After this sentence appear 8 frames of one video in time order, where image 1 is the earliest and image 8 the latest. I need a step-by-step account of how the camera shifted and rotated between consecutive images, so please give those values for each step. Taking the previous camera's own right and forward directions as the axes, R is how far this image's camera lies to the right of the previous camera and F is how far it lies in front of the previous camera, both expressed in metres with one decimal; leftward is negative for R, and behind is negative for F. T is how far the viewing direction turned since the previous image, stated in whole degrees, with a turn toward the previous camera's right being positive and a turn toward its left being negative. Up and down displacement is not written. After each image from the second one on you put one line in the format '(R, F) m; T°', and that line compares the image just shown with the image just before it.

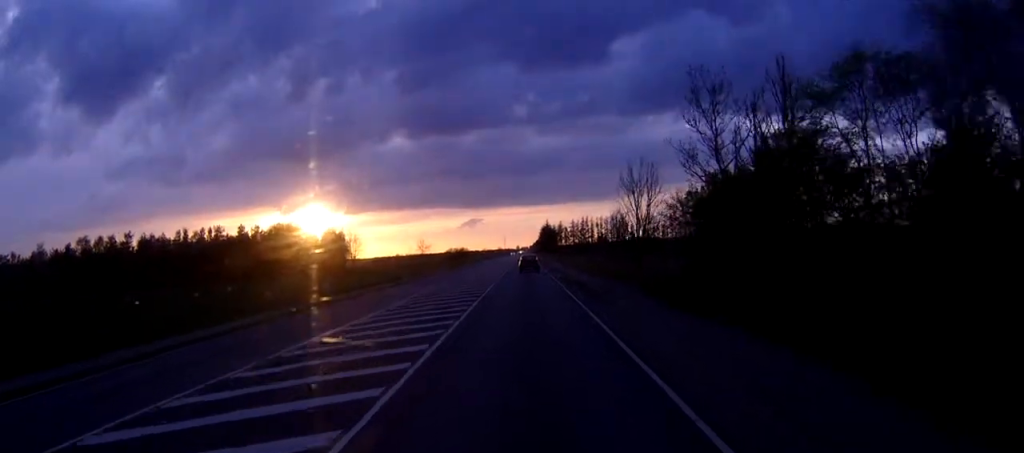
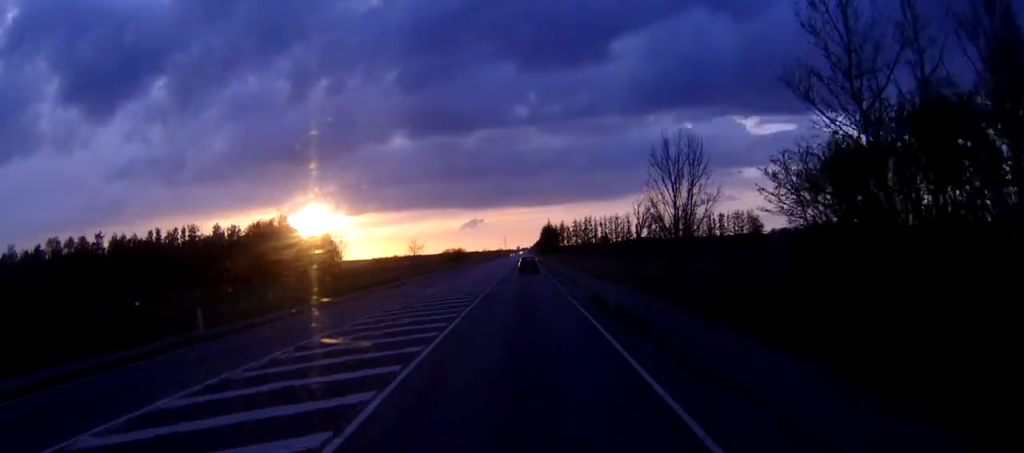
(0.0, +14.3) m; 0°
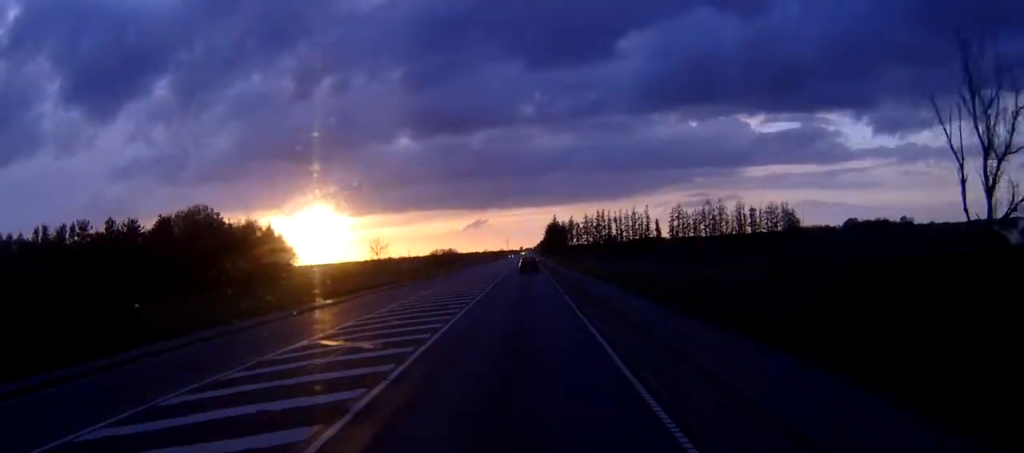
(0.0, +44.7) m; 0°
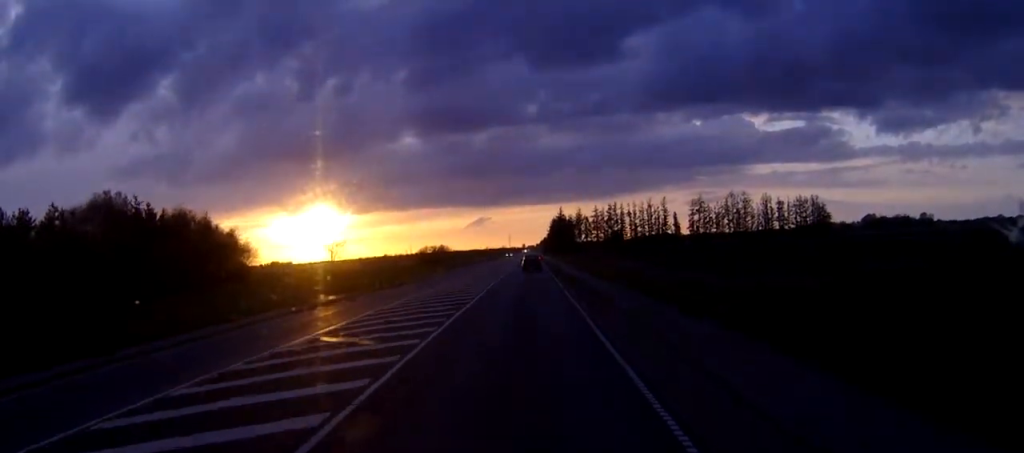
(0.0, +30.3) m; 0°
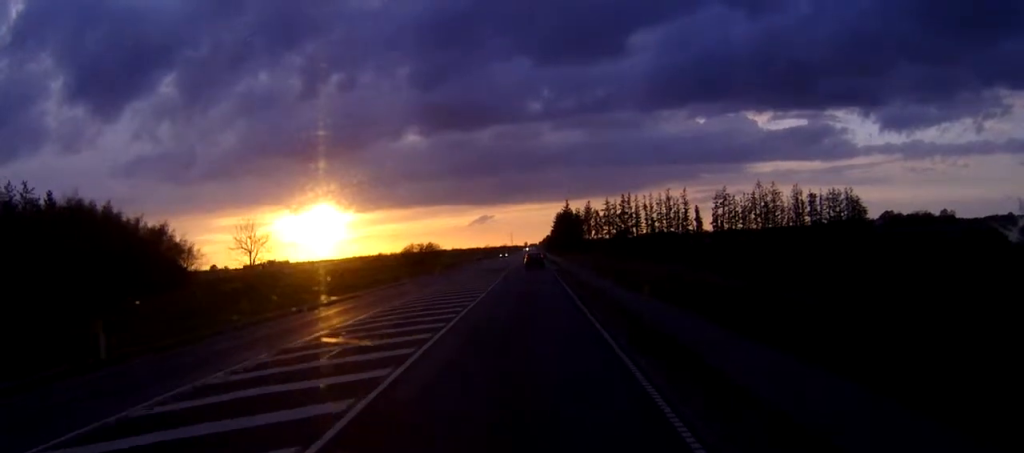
(-0.1, +29.6) m; 0°
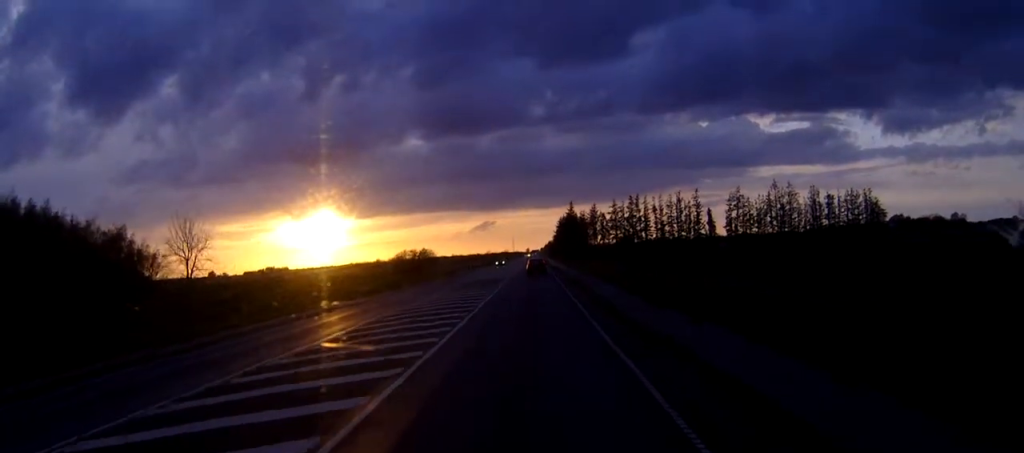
(0.0, +13.7) m; 0°
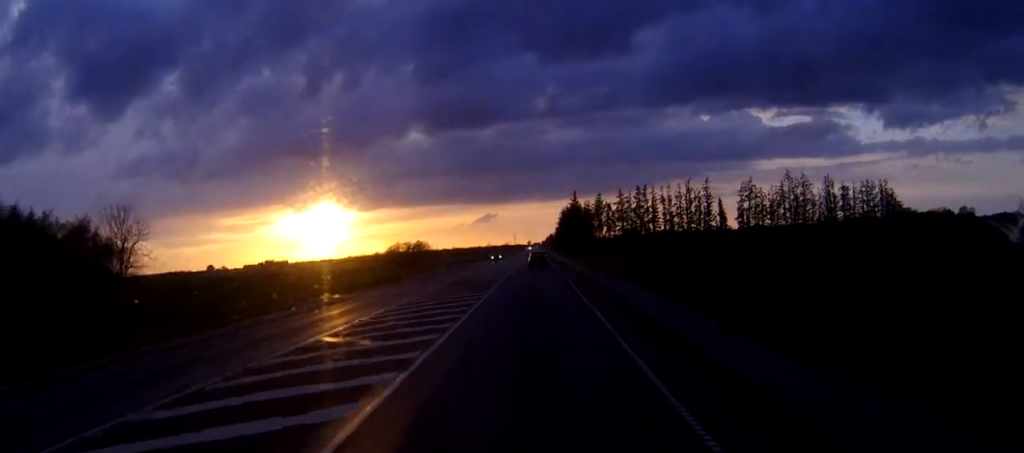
(0.0, +10.3) m; 0°
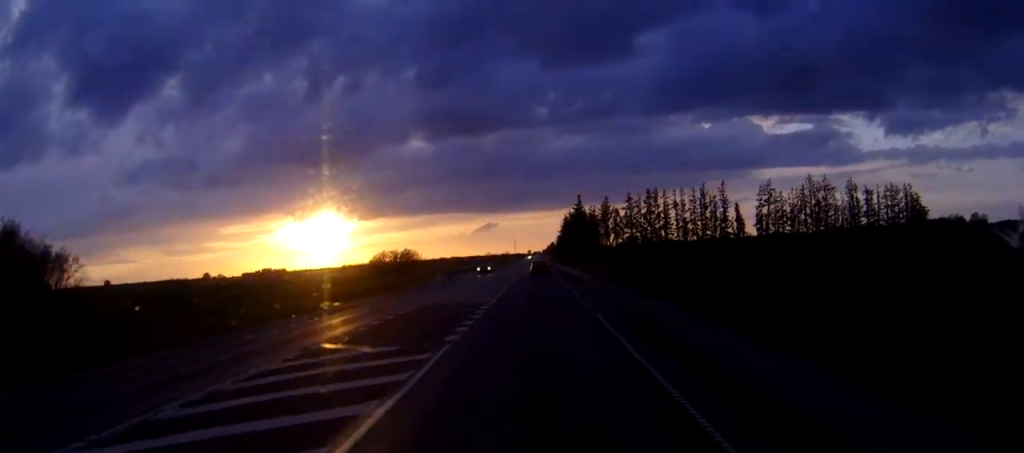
(0.0, +16.4) m; 0°
